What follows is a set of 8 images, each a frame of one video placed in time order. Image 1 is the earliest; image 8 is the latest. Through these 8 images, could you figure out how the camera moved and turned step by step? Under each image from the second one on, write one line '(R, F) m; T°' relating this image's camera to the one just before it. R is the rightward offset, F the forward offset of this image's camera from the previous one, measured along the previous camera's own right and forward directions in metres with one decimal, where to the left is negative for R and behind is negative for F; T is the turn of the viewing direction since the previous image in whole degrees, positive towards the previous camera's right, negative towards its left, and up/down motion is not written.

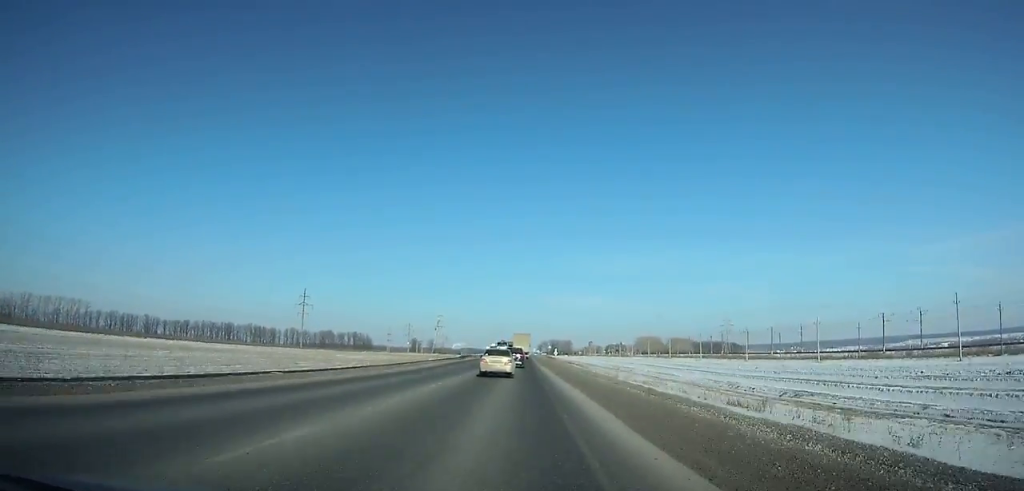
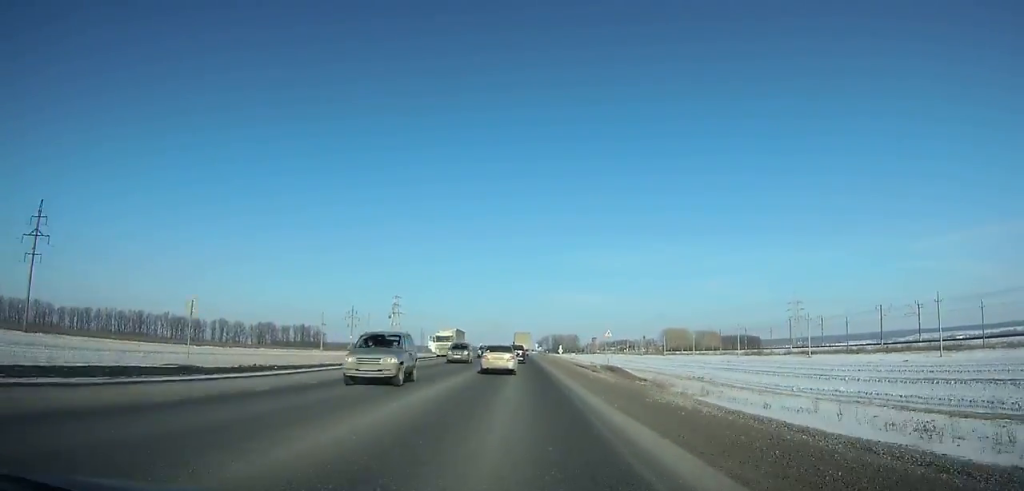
(-0.3, +123.5) m; 0°
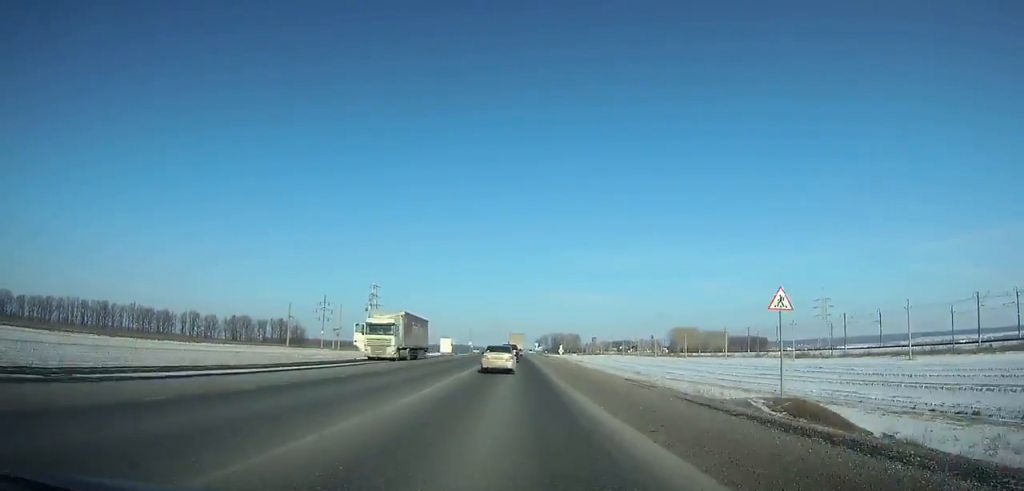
(+0.1, +35.9) m; 0°
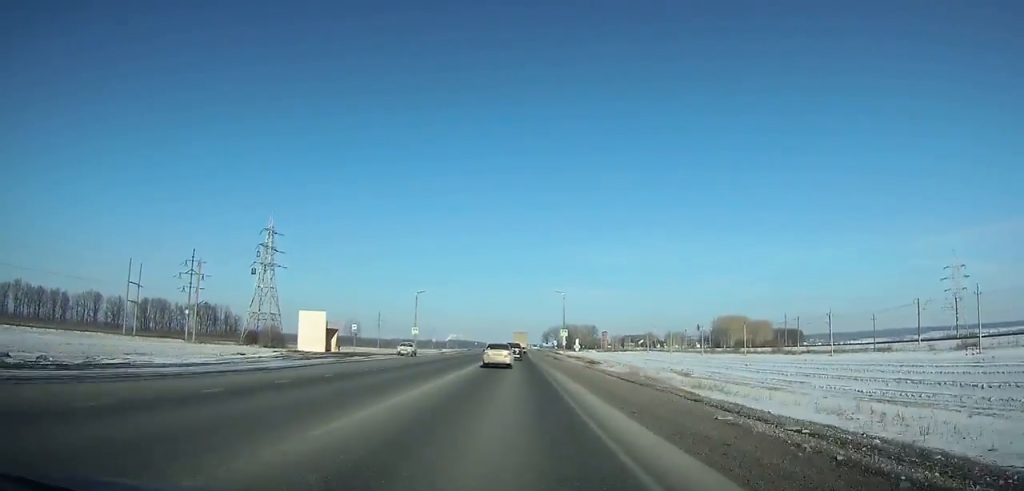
(+0.1, +100.4) m; 0°
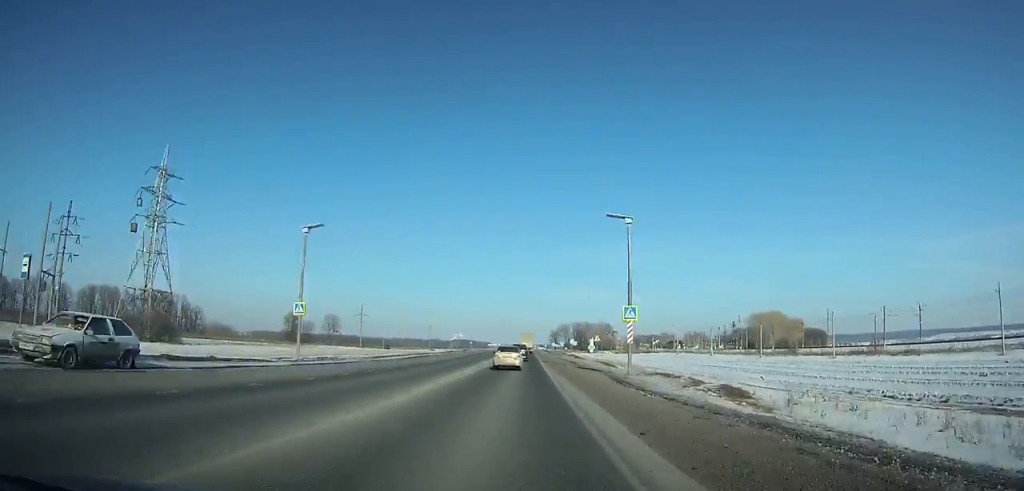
(0.0, +45.6) m; 0°
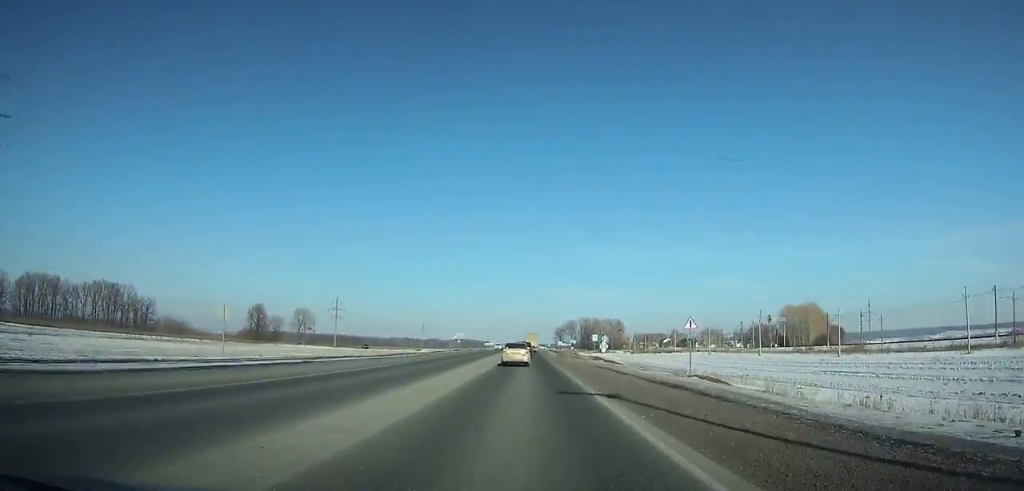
(-0.3, +39.2) m; 0°
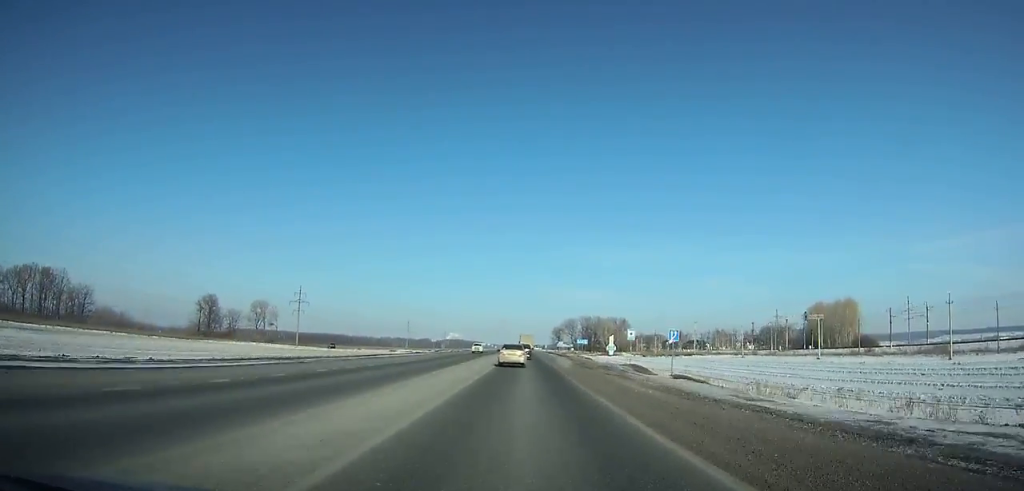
(+0.4, +35.0) m; 0°
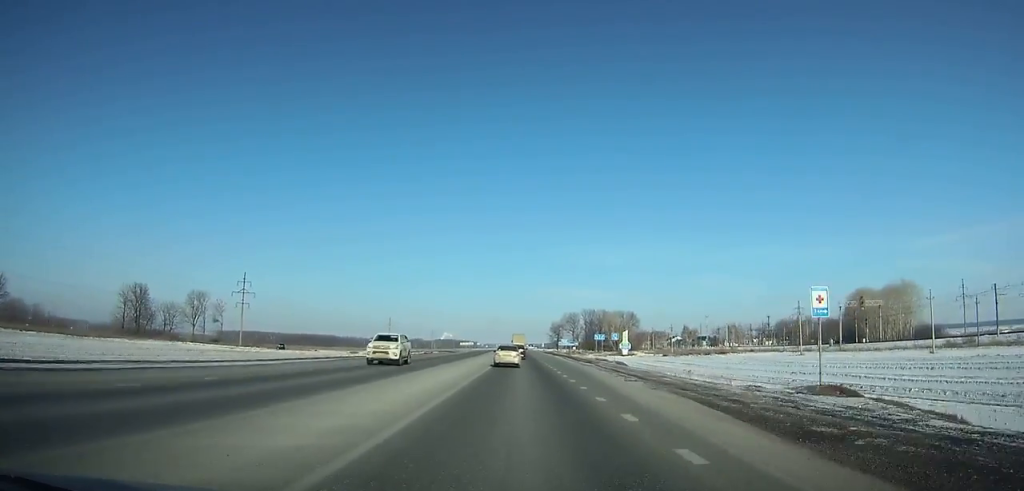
(+0.2, +39.1) m; 0°
